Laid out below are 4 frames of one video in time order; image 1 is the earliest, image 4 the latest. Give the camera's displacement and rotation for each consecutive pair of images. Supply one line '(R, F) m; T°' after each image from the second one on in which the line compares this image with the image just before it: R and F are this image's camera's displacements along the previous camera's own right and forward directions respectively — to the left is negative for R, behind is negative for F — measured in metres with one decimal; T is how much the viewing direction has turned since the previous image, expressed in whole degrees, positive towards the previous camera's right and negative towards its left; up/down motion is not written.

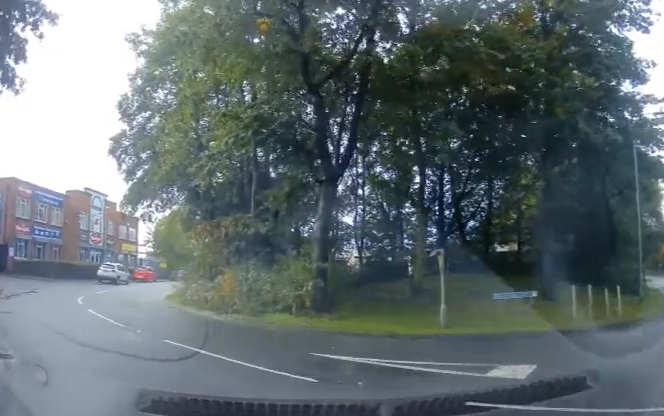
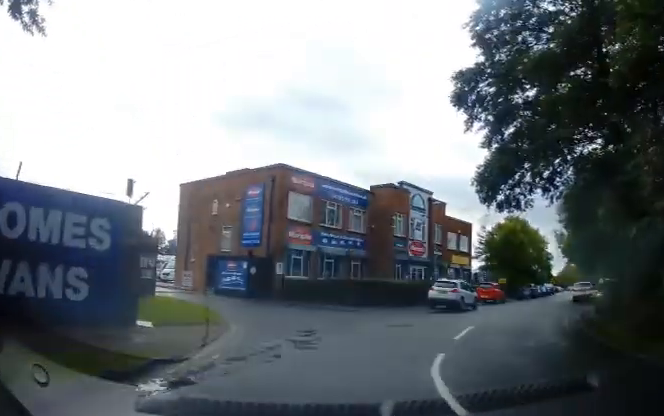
(-4.3, +10.4) m; -29°
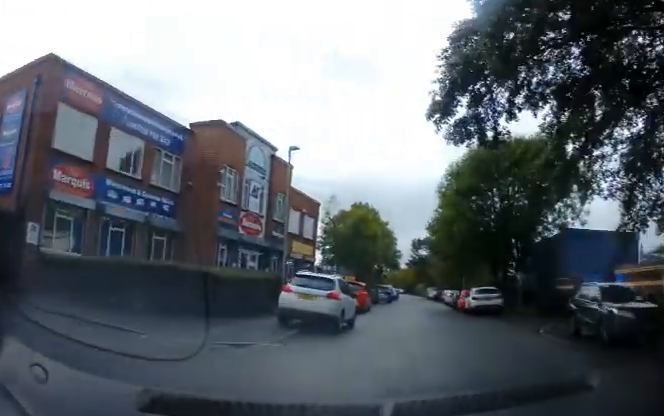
(+1.9, +10.2) m; +25°
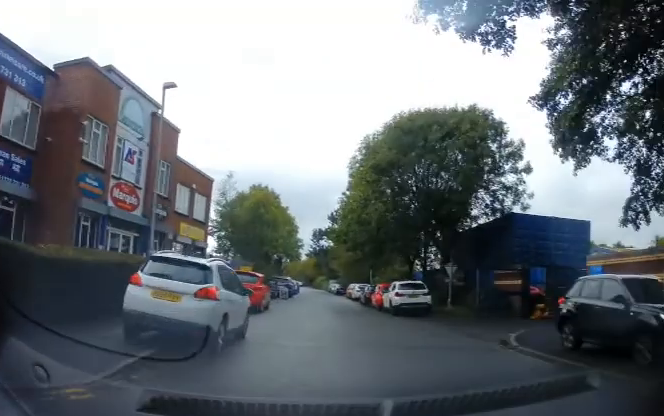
(+0.5, +4.7) m; +9°
